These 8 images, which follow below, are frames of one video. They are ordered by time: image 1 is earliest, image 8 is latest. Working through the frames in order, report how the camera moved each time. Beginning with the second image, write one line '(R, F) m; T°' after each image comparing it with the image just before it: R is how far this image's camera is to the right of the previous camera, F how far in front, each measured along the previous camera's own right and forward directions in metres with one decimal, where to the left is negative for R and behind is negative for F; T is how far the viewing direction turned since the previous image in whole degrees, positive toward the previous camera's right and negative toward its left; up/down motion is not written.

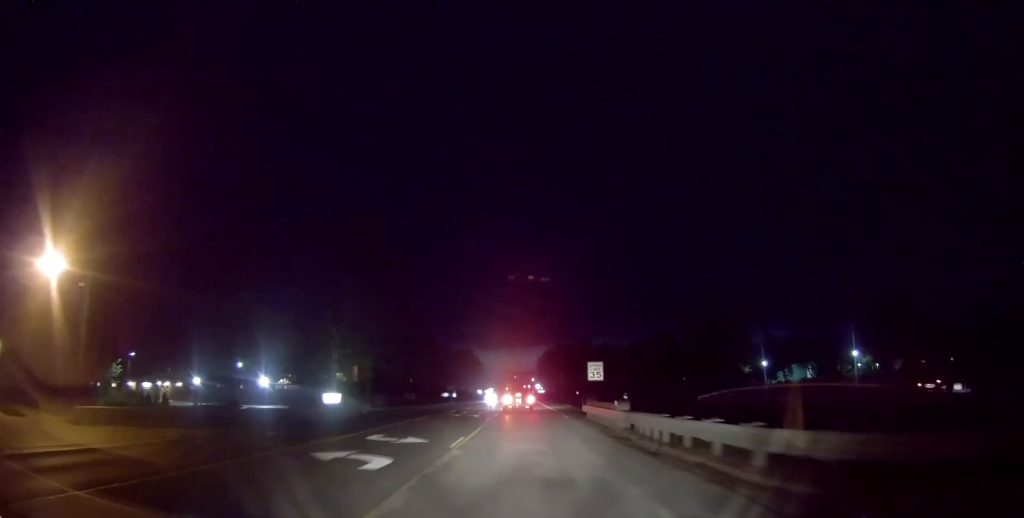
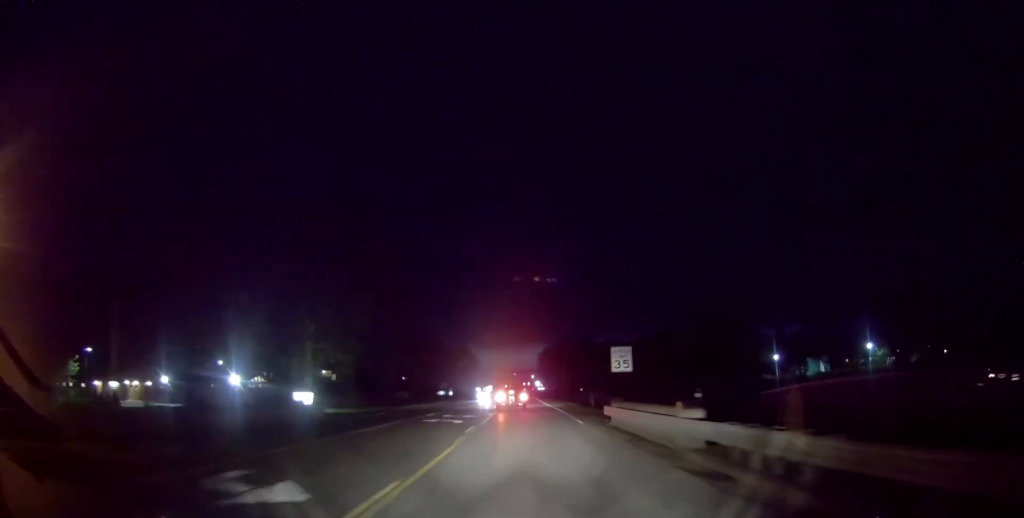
(+0.1, +8.3) m; +1°
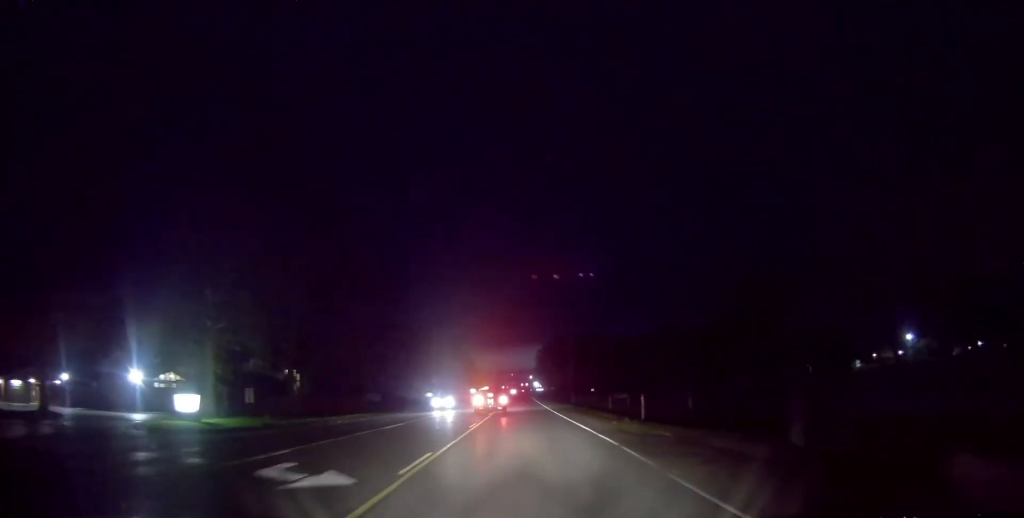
(0.0, +20.1) m; -2°
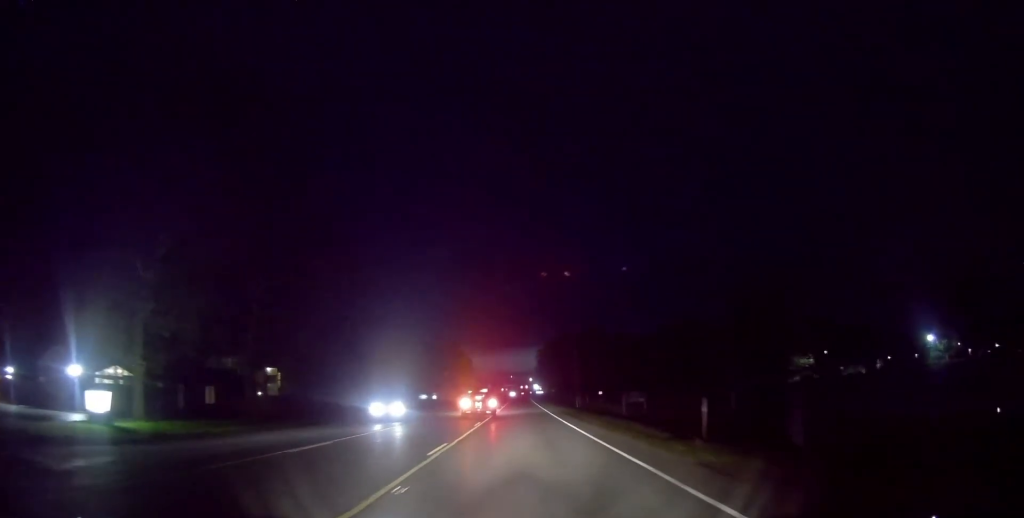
(-0.1, +8.8) m; -1°
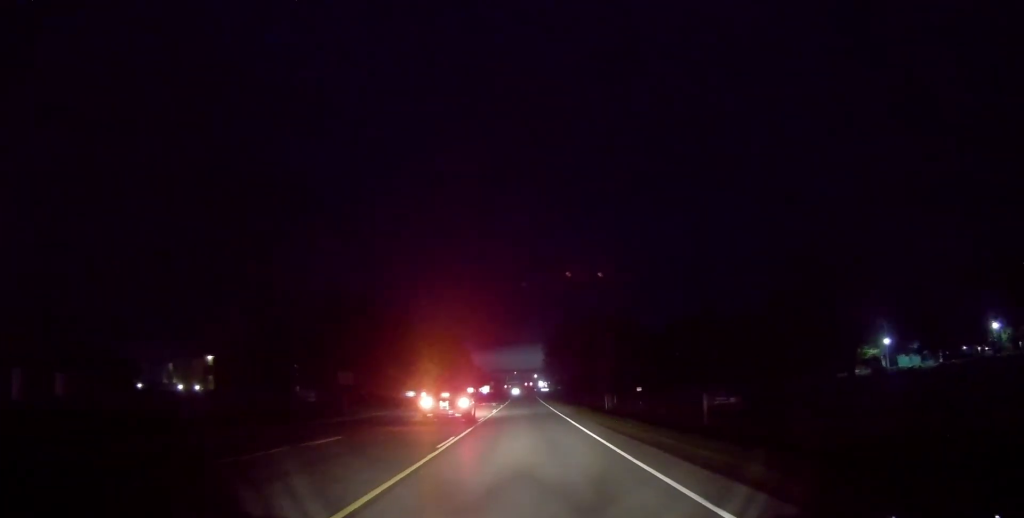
(0.0, +21.7) m; 0°
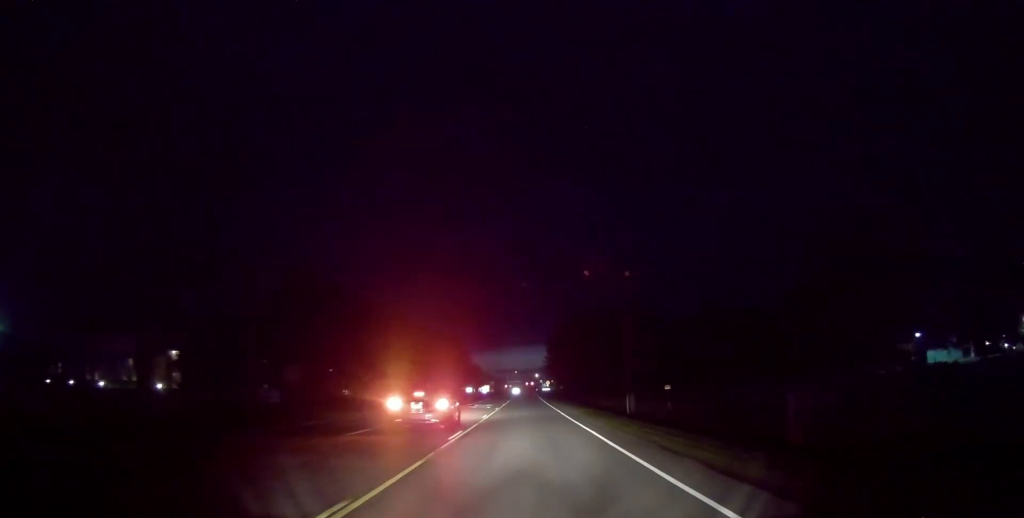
(0.0, +10.1) m; 0°
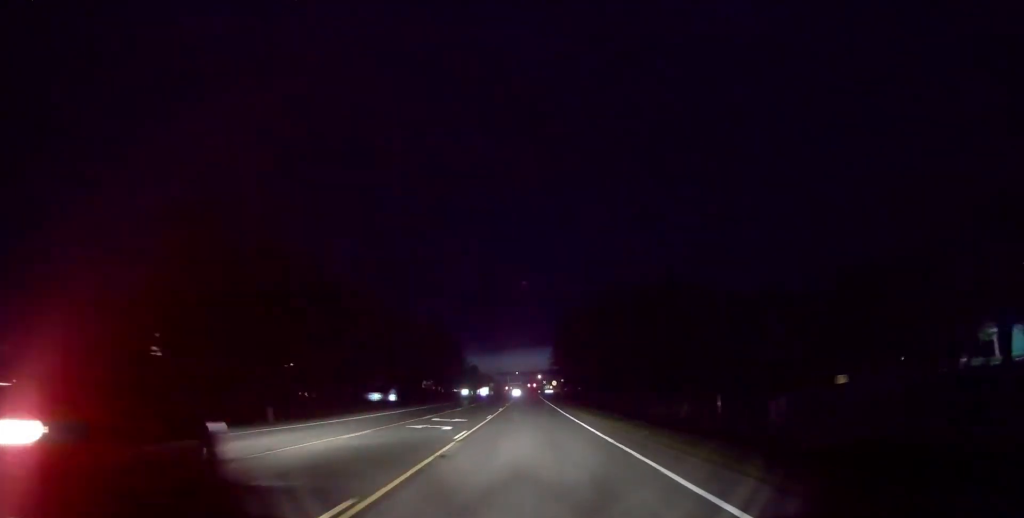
(0.0, +23.6) m; -2°
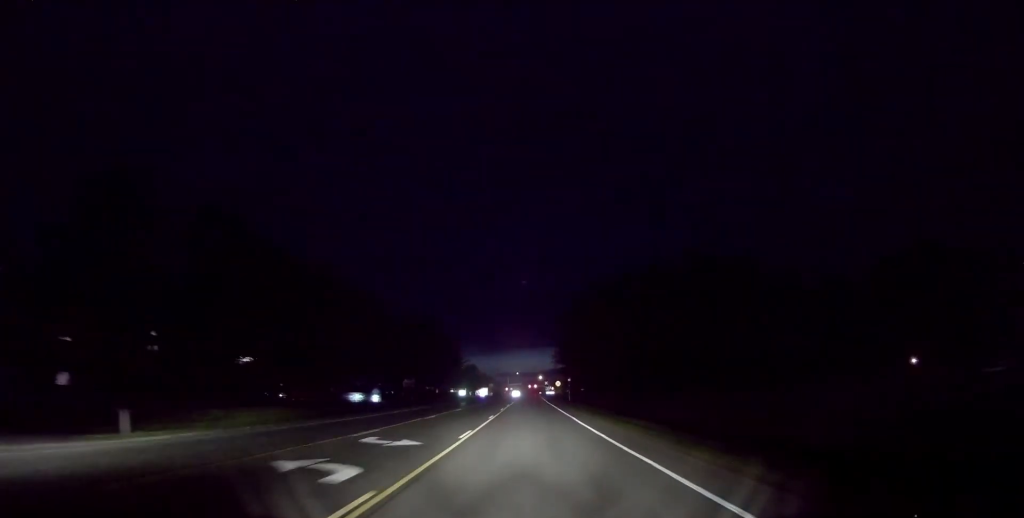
(-0.3, +11.8) m; 0°
